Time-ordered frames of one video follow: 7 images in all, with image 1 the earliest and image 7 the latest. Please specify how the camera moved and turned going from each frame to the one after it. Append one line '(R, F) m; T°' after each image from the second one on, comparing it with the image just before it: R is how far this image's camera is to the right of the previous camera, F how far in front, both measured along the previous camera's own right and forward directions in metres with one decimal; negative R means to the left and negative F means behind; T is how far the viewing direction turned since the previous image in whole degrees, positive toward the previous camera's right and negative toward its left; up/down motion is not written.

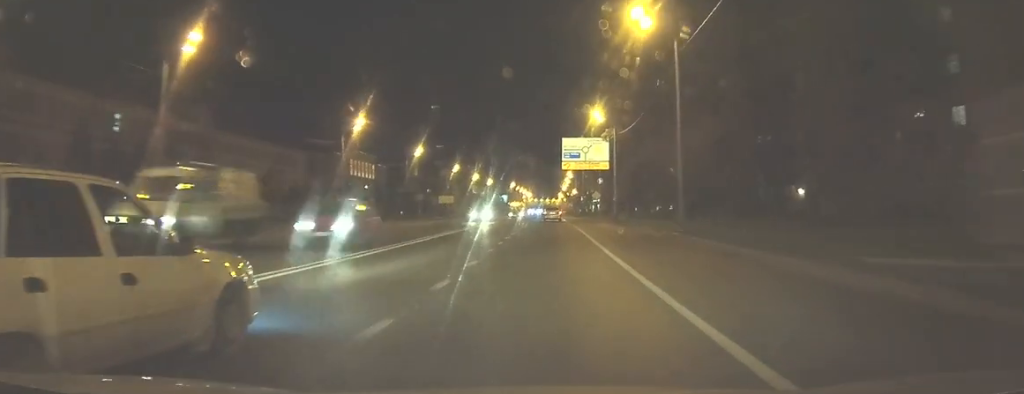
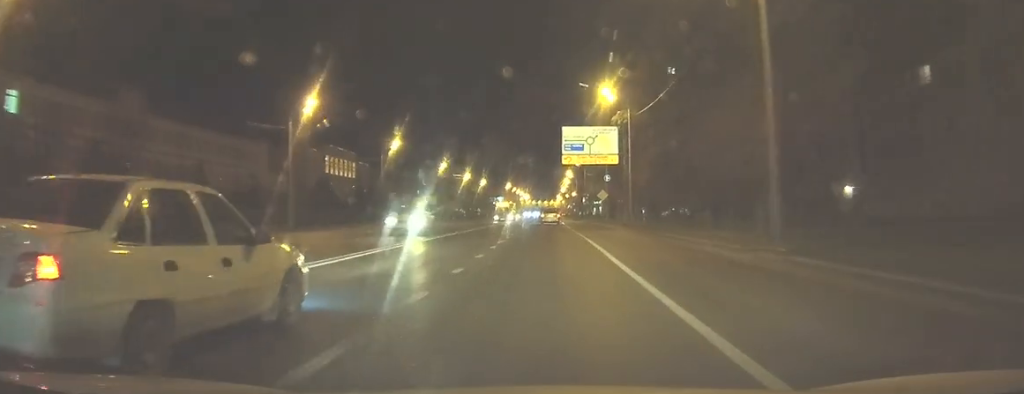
(0.0, +13.6) m; 0°
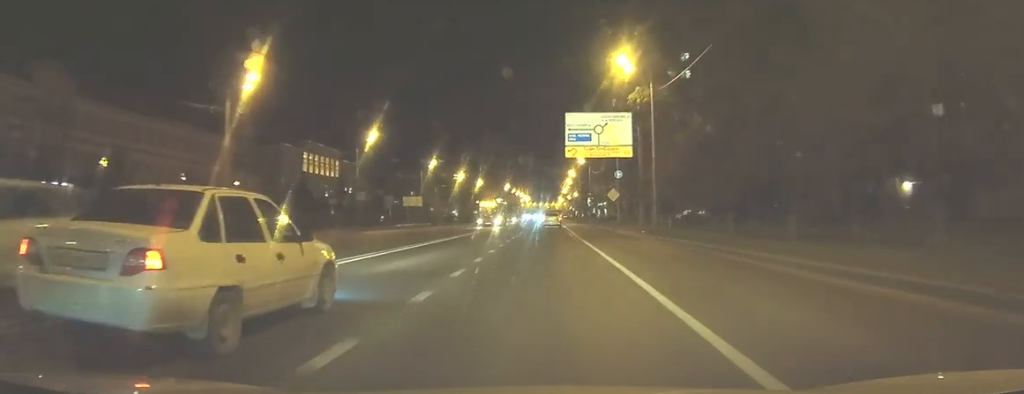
(-0.1, +11.4) m; 0°
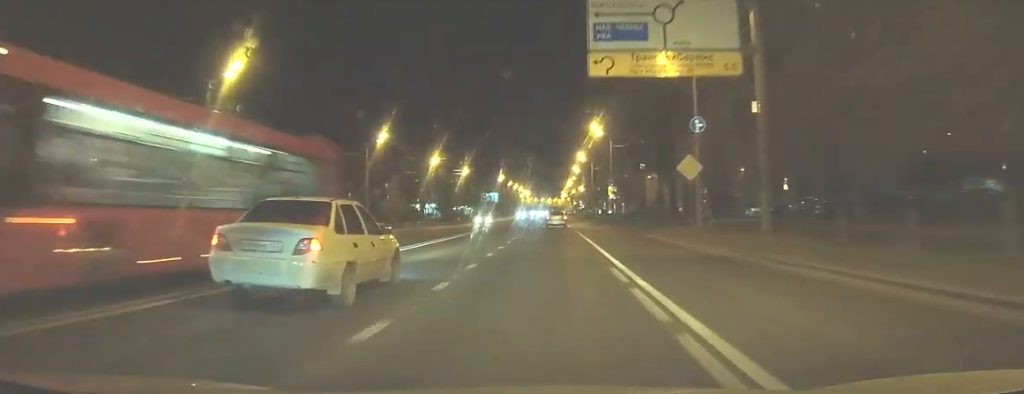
(0.0, +33.7) m; 0°
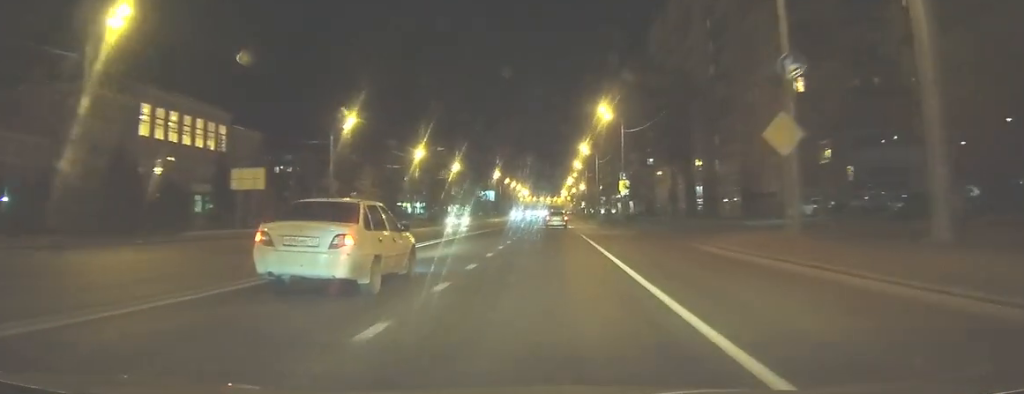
(0.0, +11.9) m; 0°
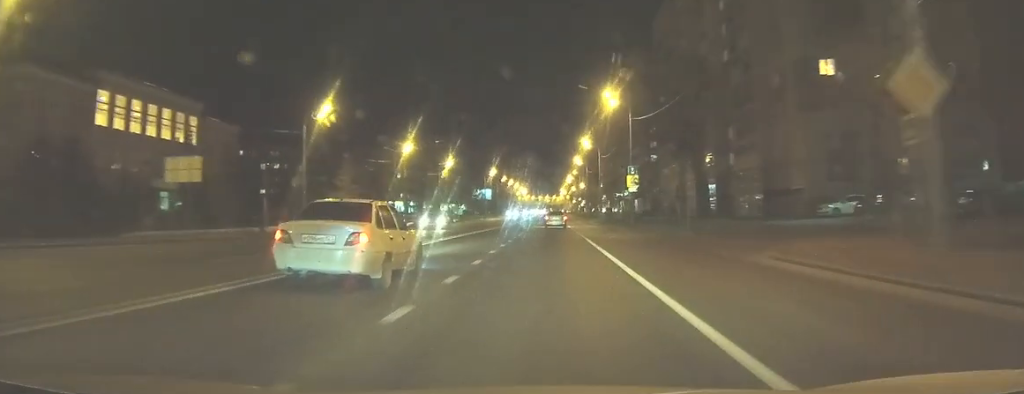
(0.0, +6.8) m; 0°
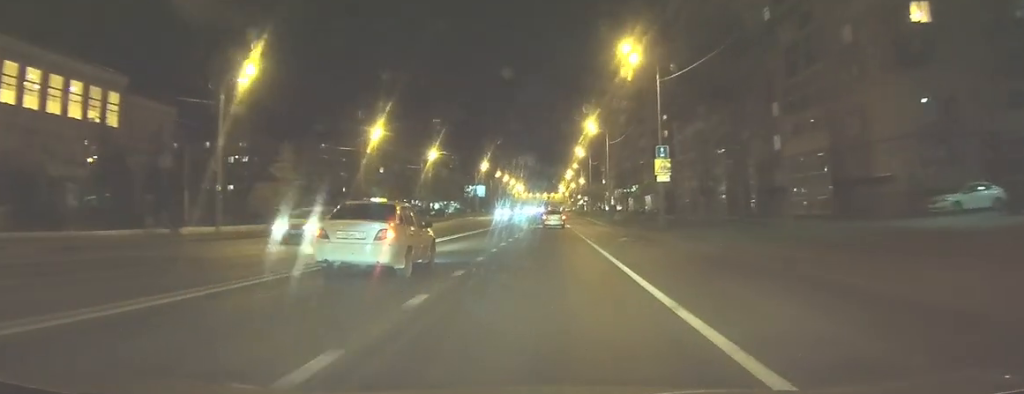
(0.0, +14.6) m; 0°
